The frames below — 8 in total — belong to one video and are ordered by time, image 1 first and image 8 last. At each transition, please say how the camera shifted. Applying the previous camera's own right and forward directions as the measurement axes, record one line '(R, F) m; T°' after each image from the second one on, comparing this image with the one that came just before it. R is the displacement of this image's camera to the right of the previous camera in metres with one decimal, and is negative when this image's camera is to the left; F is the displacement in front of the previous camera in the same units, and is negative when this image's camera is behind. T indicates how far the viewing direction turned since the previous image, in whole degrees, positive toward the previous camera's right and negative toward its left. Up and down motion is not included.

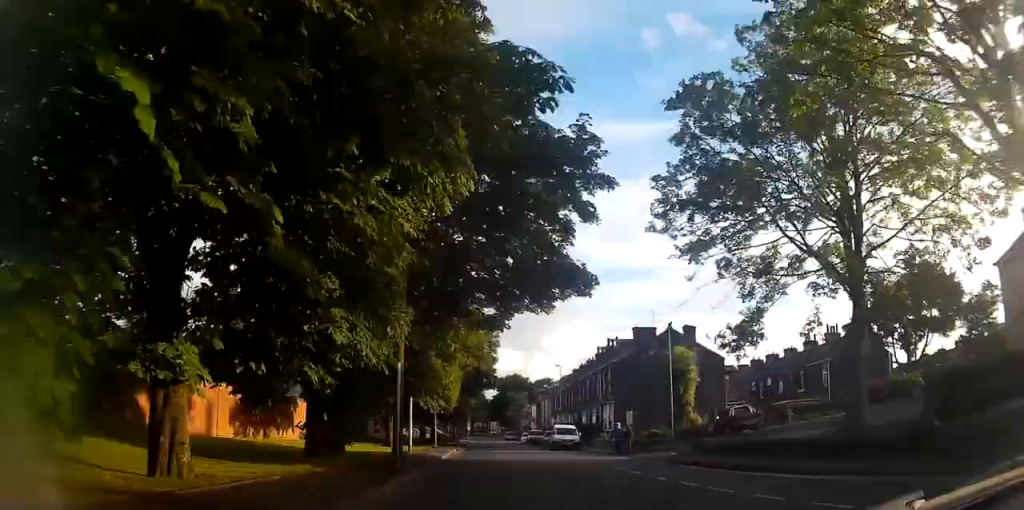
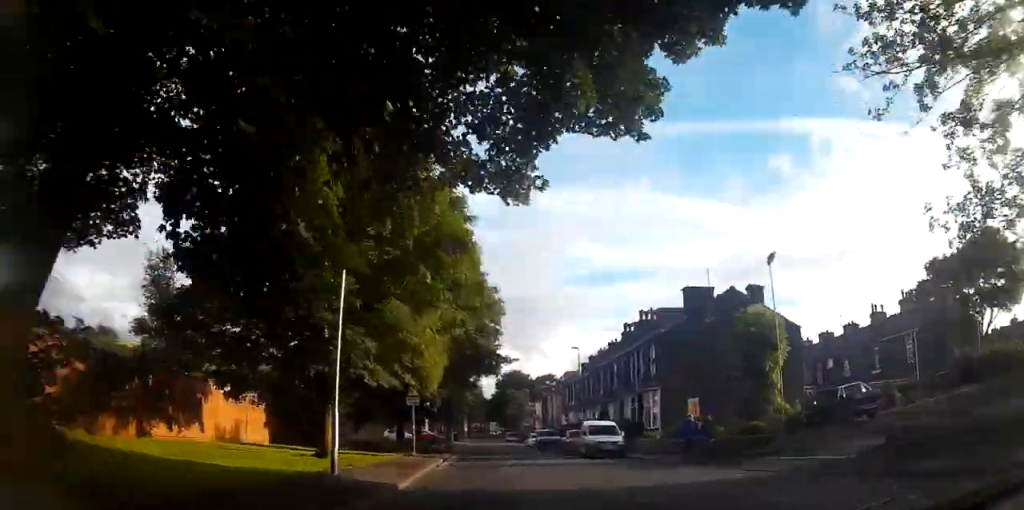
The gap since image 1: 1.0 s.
(-0.2, +13.6) m; 0°
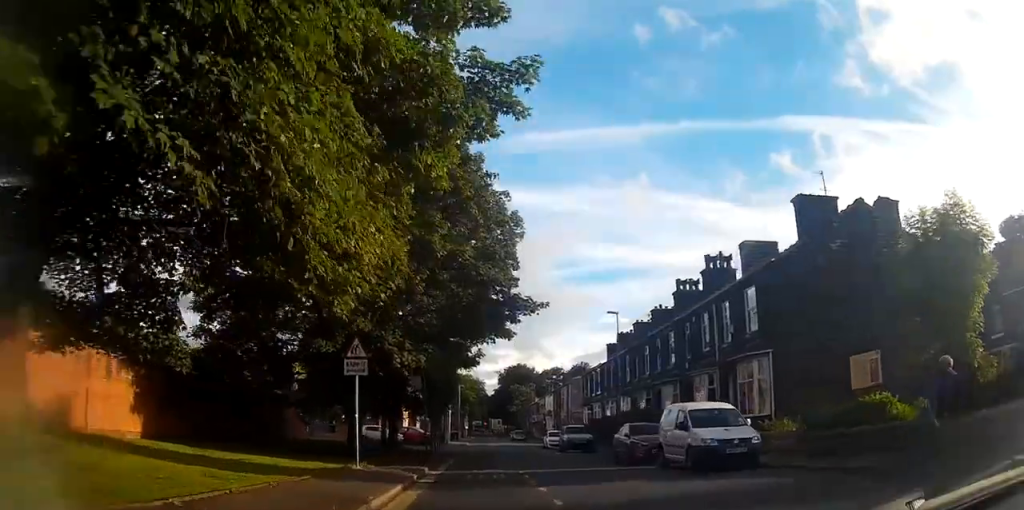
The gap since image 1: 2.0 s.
(+0.1, +14.0) m; 0°
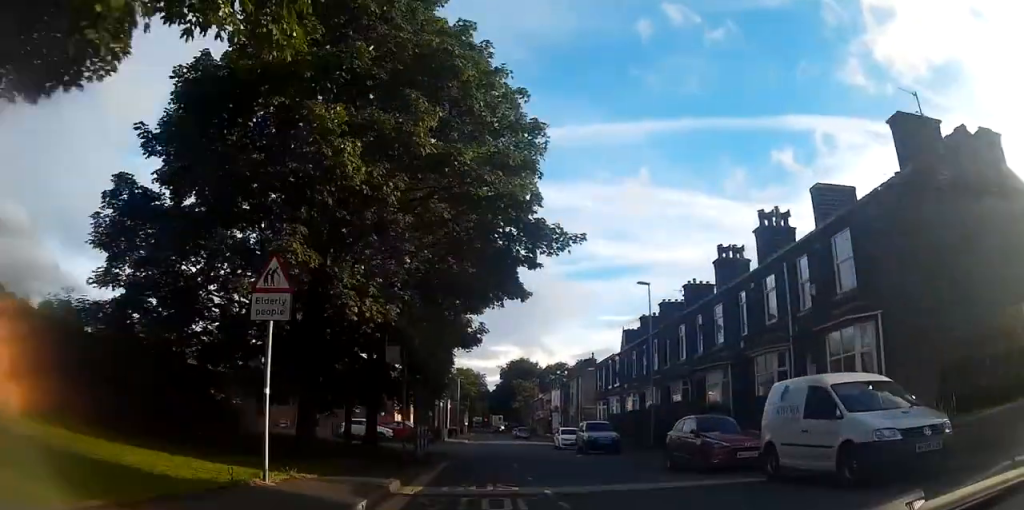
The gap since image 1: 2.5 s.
(0.0, +6.3) m; 0°
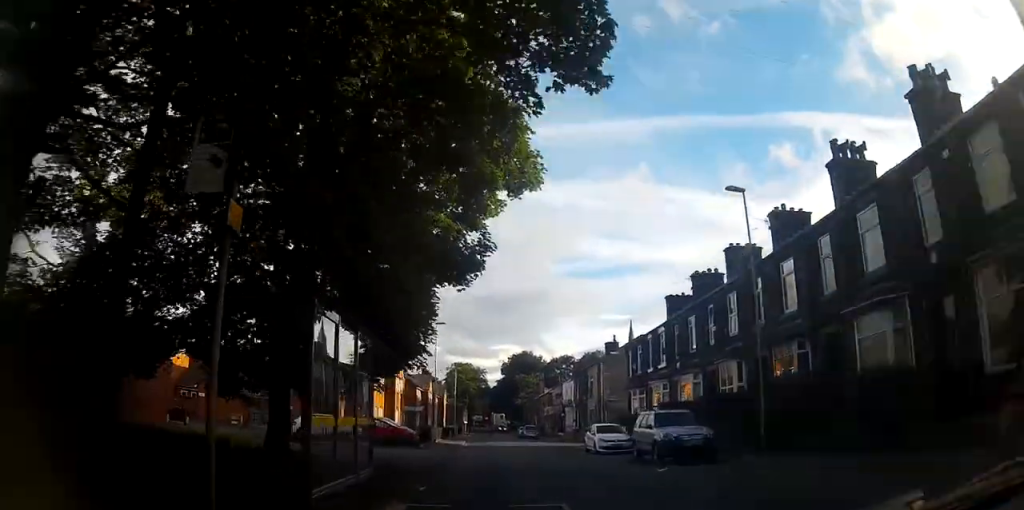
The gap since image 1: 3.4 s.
(0.0, +12.1) m; 0°
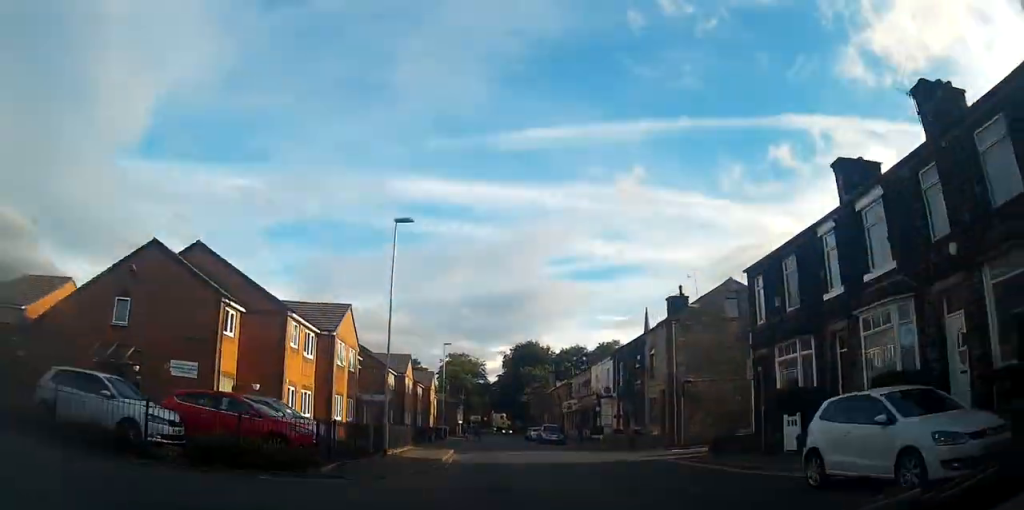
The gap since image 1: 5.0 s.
(0.0, +21.6) m; 0°
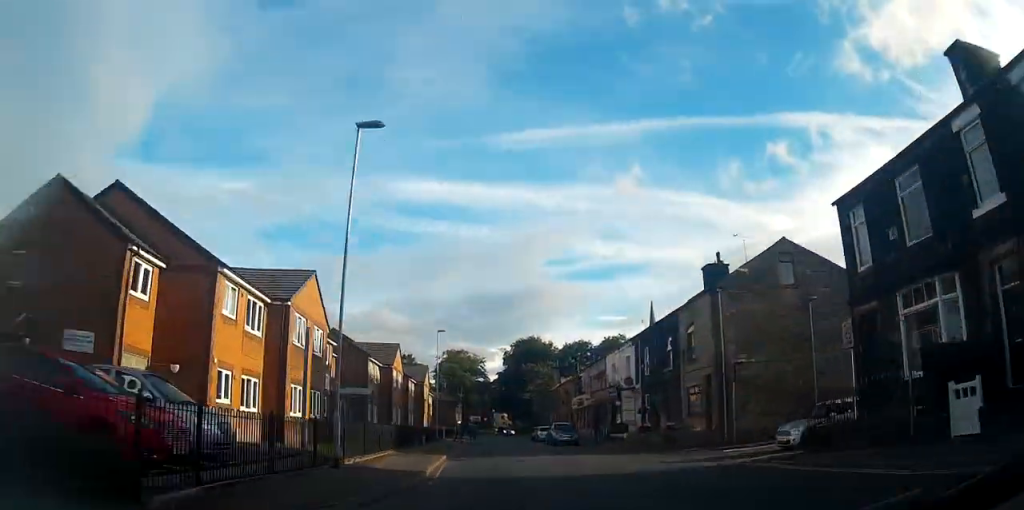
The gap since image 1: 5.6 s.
(+0.1, +7.2) m; 0°
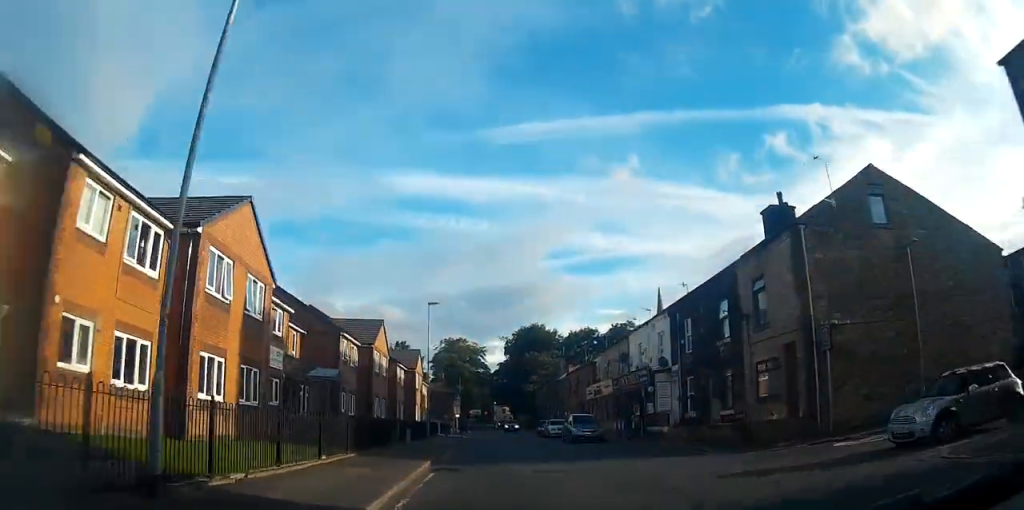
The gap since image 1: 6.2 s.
(0.0, +8.0) m; 0°
